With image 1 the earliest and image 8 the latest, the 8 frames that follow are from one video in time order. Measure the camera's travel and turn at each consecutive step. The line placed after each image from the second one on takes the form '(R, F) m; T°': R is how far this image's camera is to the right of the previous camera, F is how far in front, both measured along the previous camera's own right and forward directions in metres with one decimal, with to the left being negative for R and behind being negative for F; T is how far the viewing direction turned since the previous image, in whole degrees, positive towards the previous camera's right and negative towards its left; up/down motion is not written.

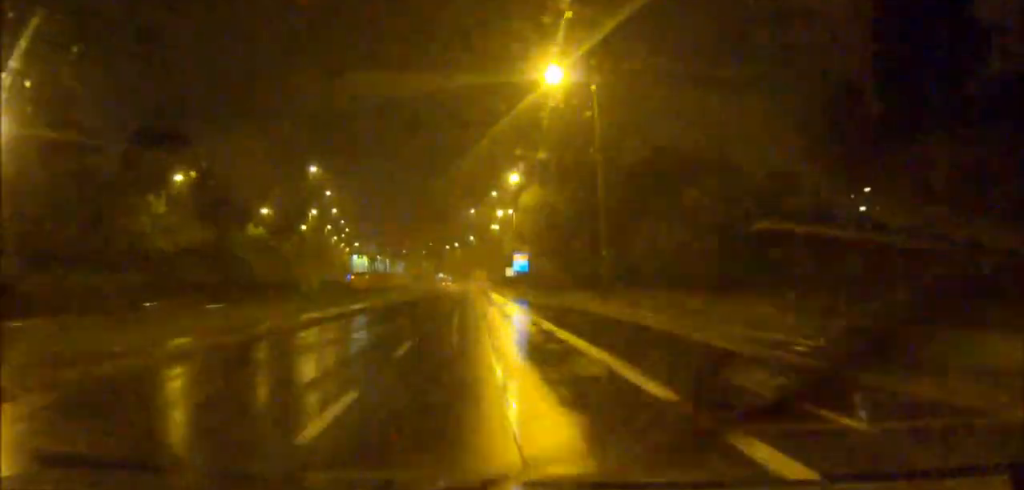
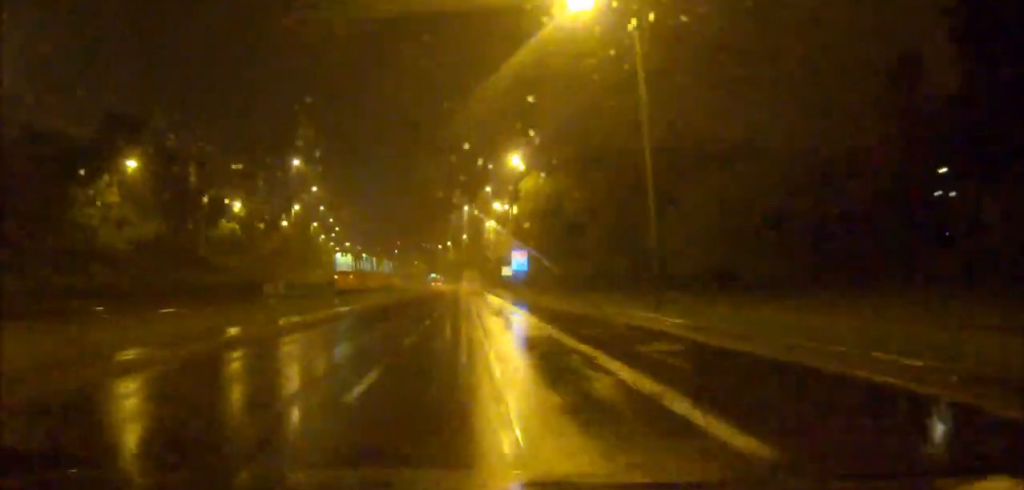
(0.0, +10.4) m; 0°
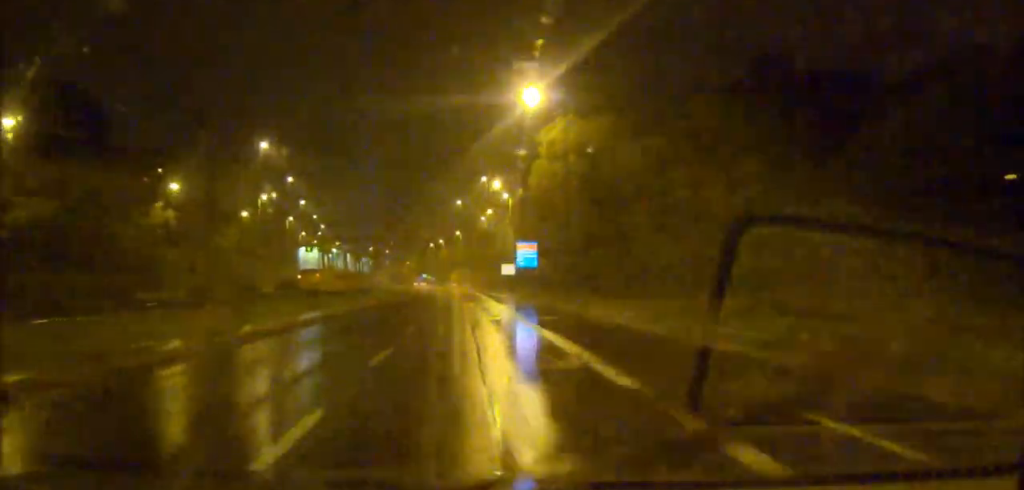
(+0.1, +20.9) m; 0°
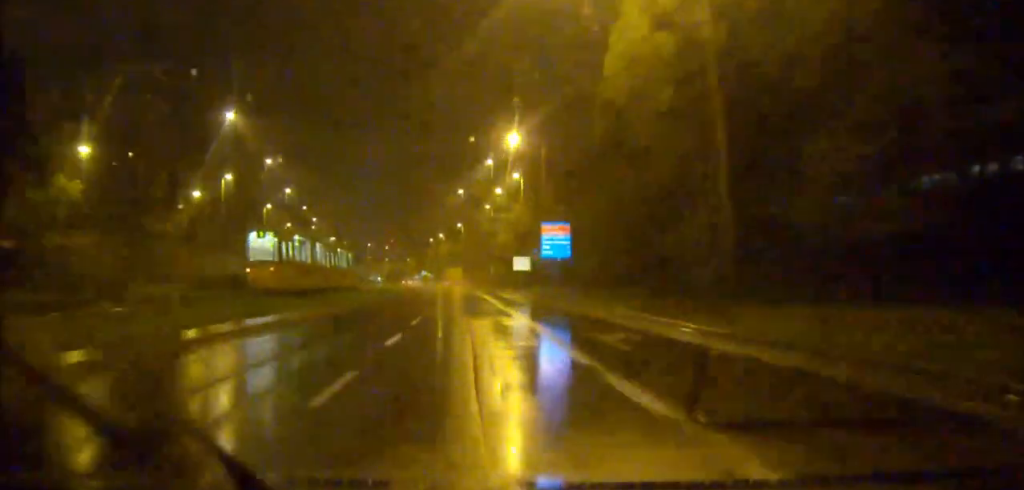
(0.0, +22.1) m; 0°
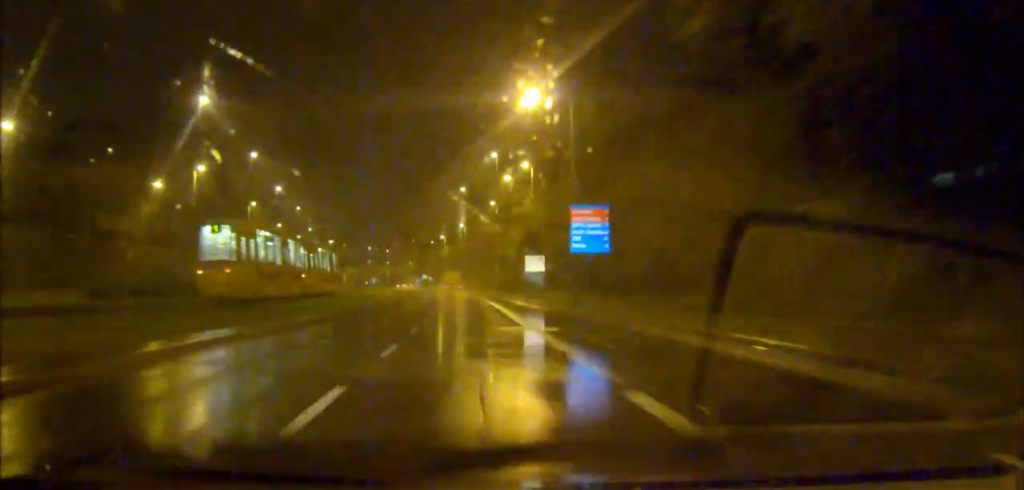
(0.0, +13.1) m; 0°
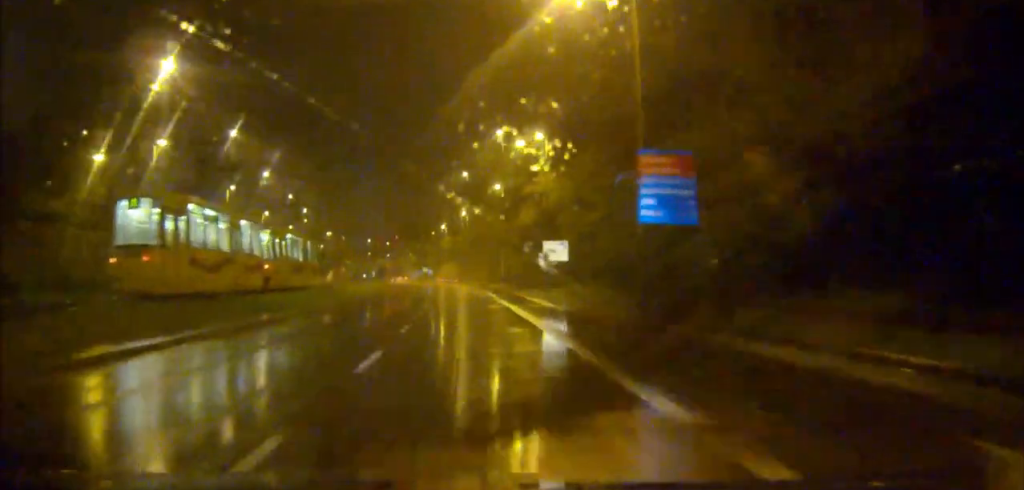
(0.0, +14.7) m; -1°
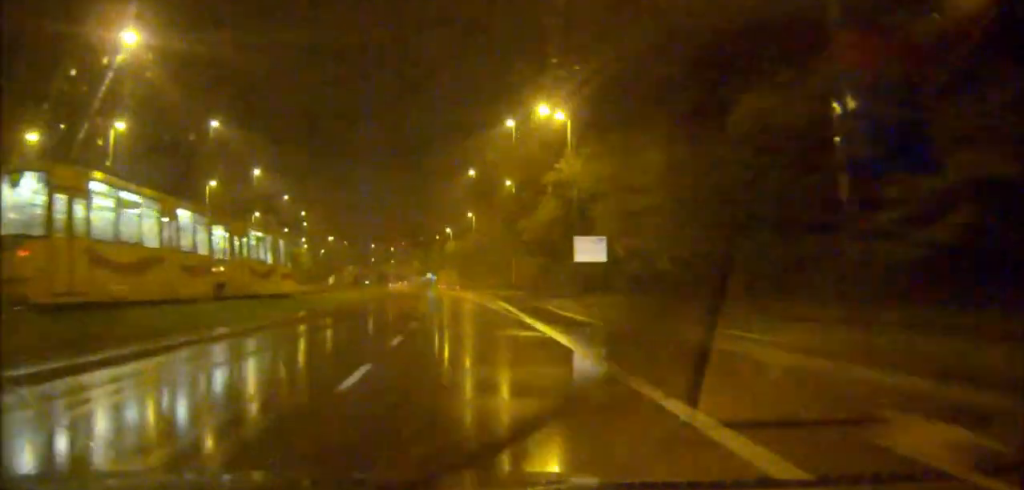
(0.0, +13.1) m; -1°
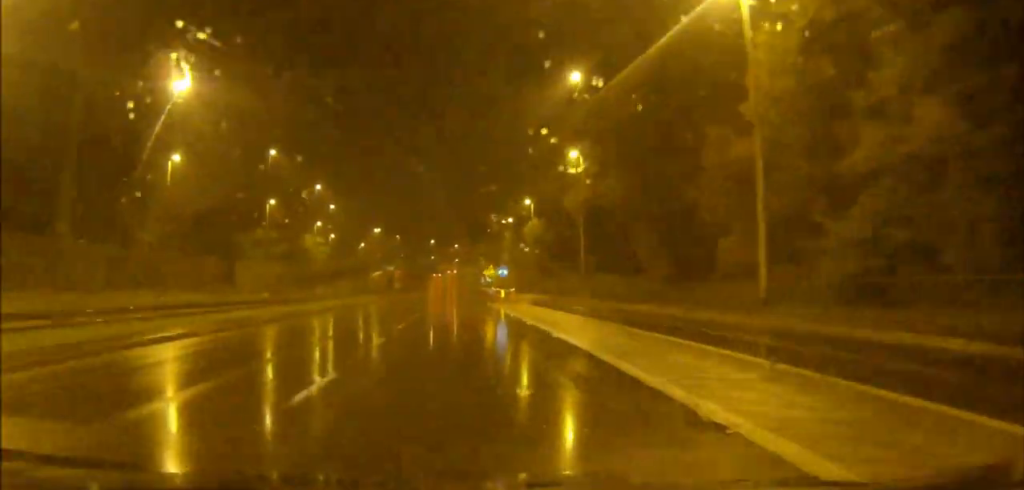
(-3.9, +78.0) m; -6°
